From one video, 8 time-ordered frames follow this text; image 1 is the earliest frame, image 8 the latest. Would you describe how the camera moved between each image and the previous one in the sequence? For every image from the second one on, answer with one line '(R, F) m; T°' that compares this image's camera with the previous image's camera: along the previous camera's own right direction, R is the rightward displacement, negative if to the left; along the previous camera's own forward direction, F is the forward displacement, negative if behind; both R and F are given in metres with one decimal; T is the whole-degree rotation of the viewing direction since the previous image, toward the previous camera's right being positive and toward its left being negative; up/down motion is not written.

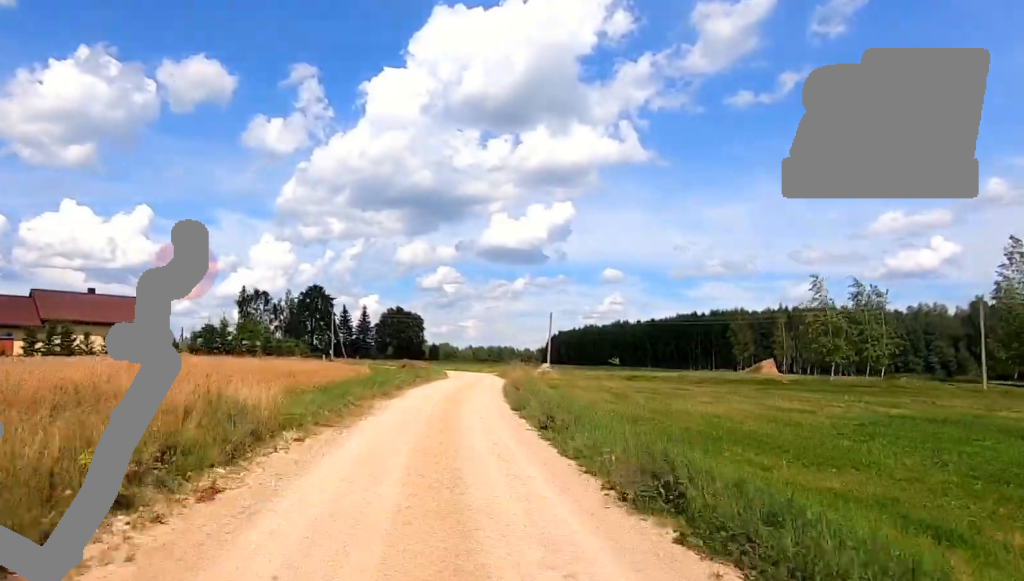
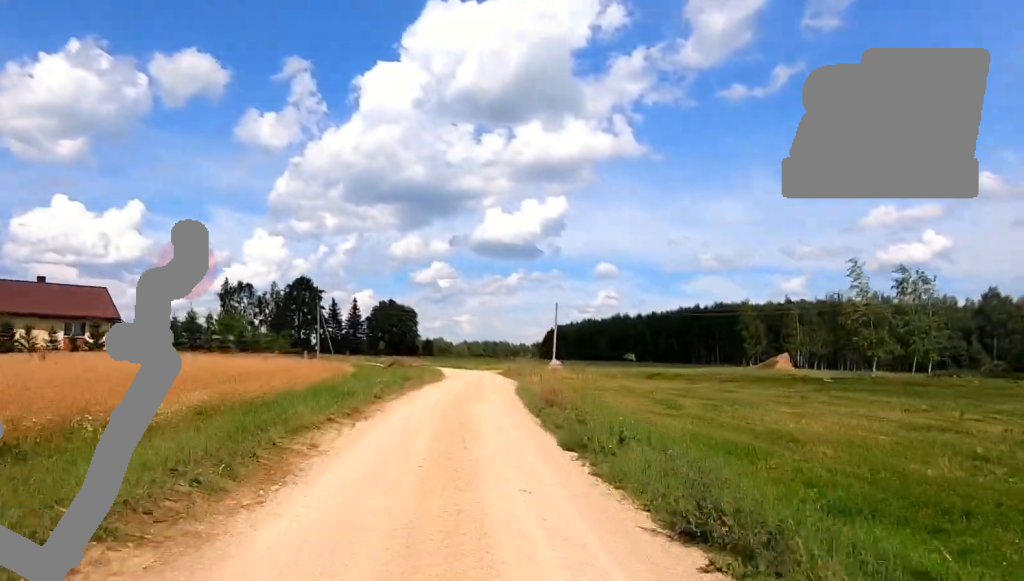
(-0.2, +6.4) m; -2°
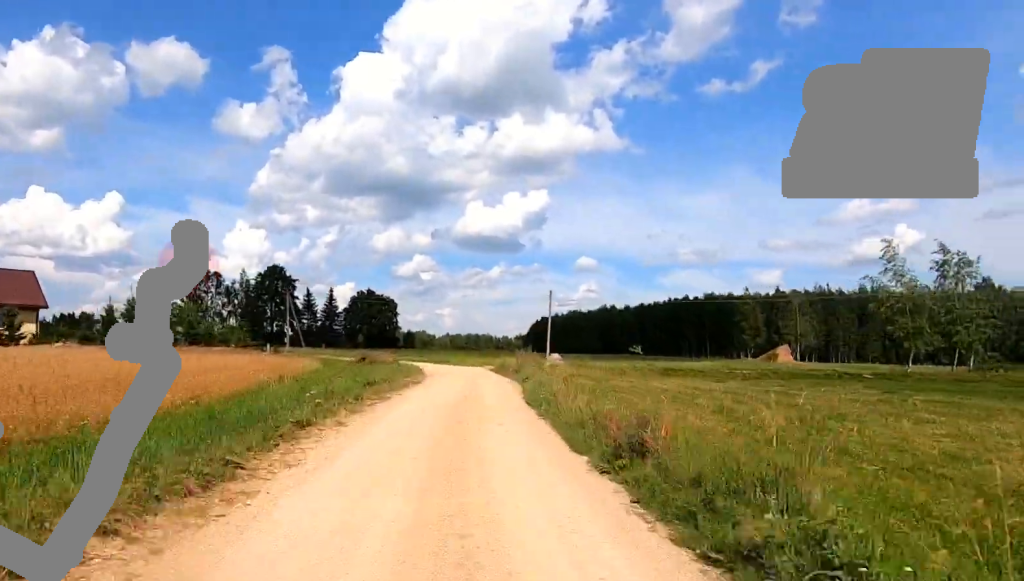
(-0.3, +6.8) m; -2°
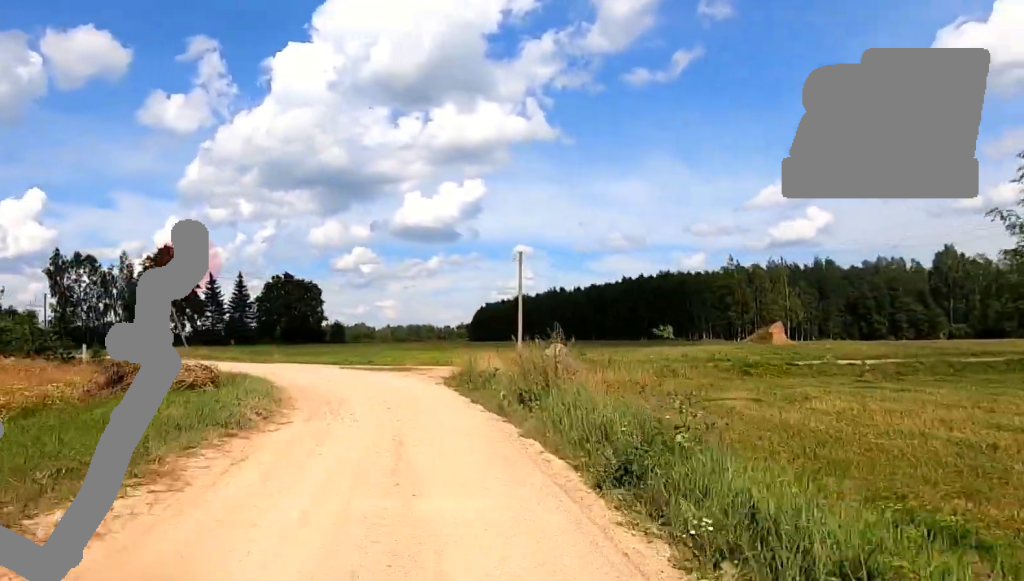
(-1.7, +18.5) m; -17°
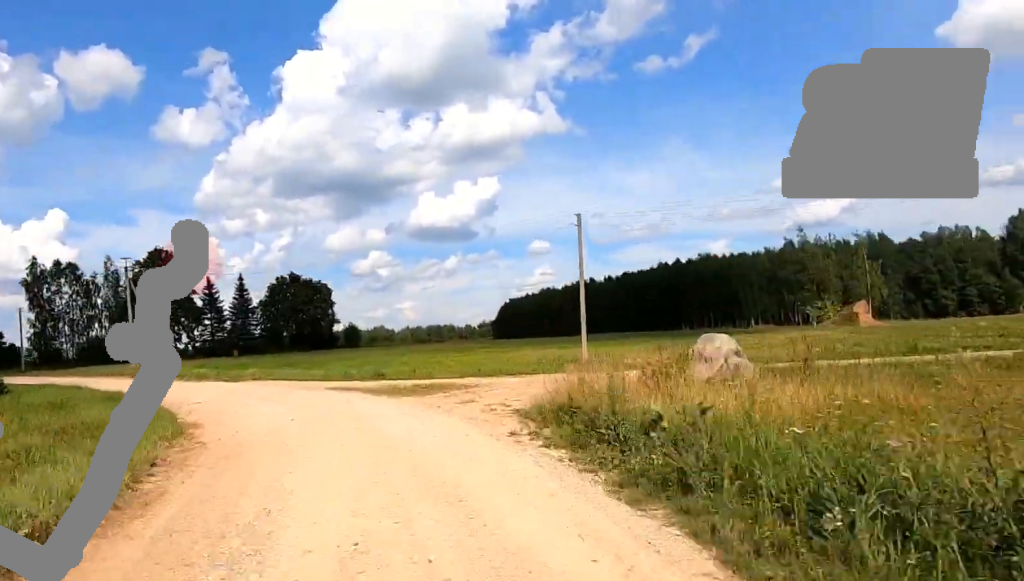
(-2.0, +11.0) m; -11°
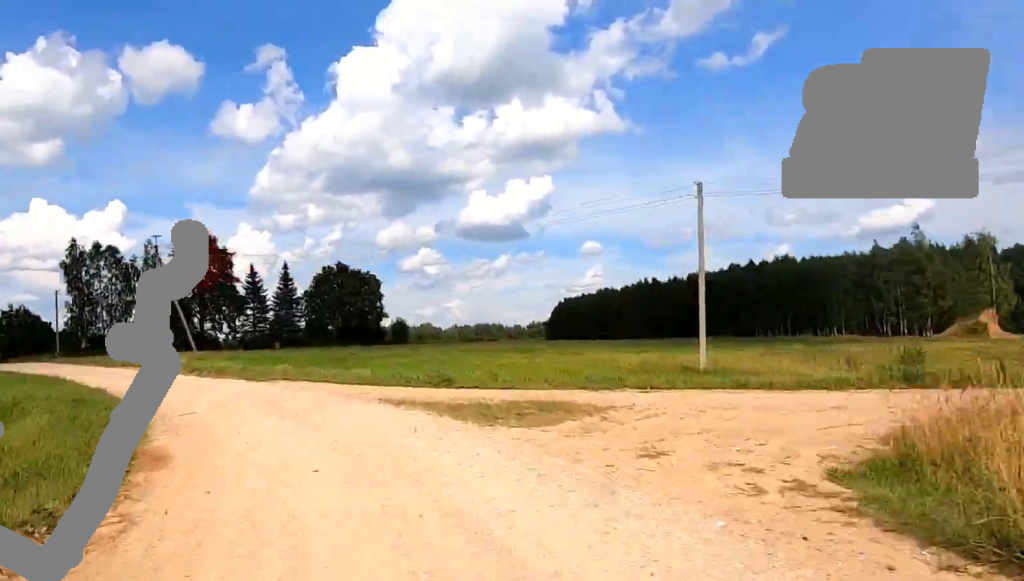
(0.0, +6.6) m; -2°
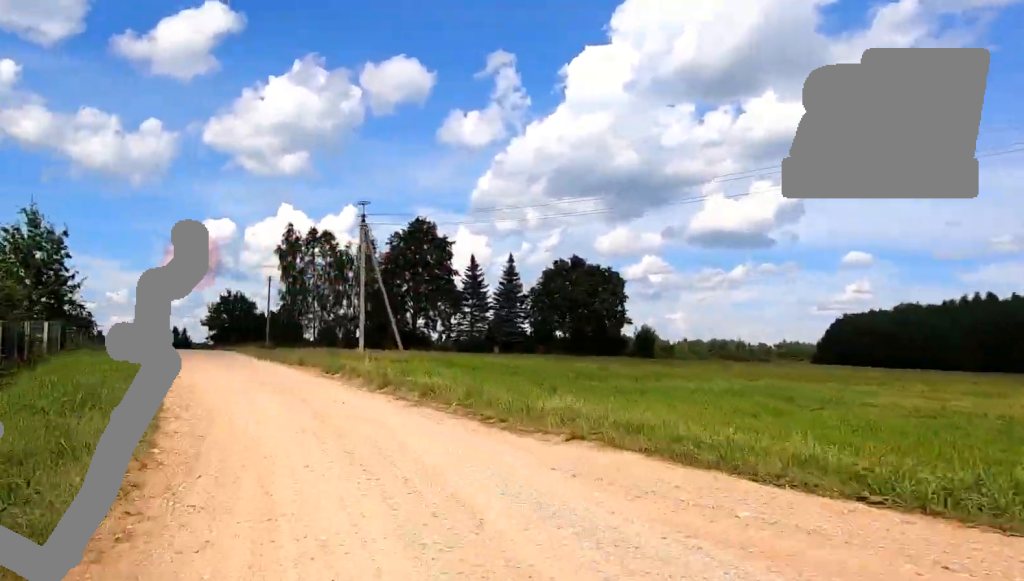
(-0.6, +13.6) m; -4°
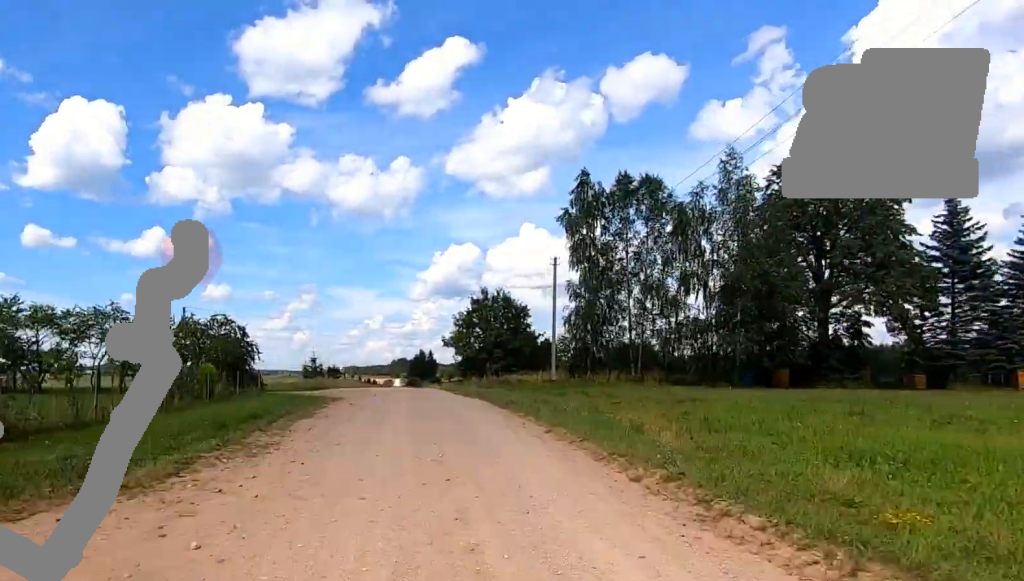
(-0.9, +34.1) m; -1°
